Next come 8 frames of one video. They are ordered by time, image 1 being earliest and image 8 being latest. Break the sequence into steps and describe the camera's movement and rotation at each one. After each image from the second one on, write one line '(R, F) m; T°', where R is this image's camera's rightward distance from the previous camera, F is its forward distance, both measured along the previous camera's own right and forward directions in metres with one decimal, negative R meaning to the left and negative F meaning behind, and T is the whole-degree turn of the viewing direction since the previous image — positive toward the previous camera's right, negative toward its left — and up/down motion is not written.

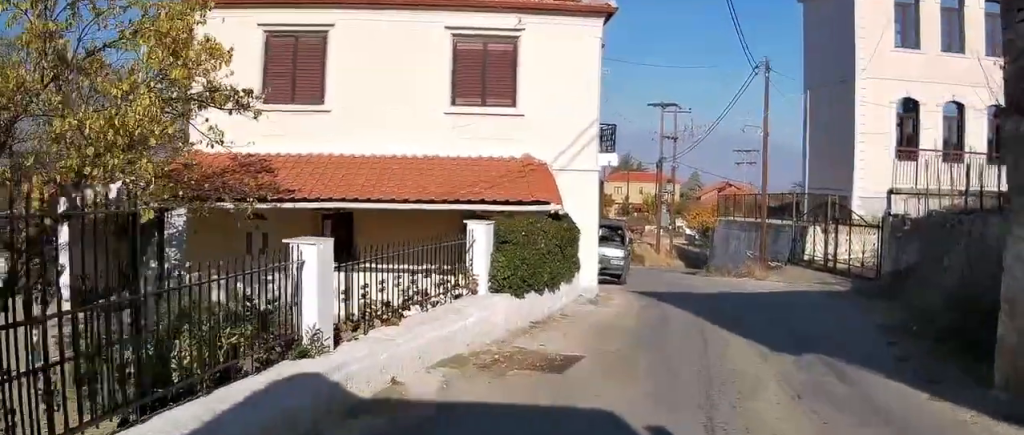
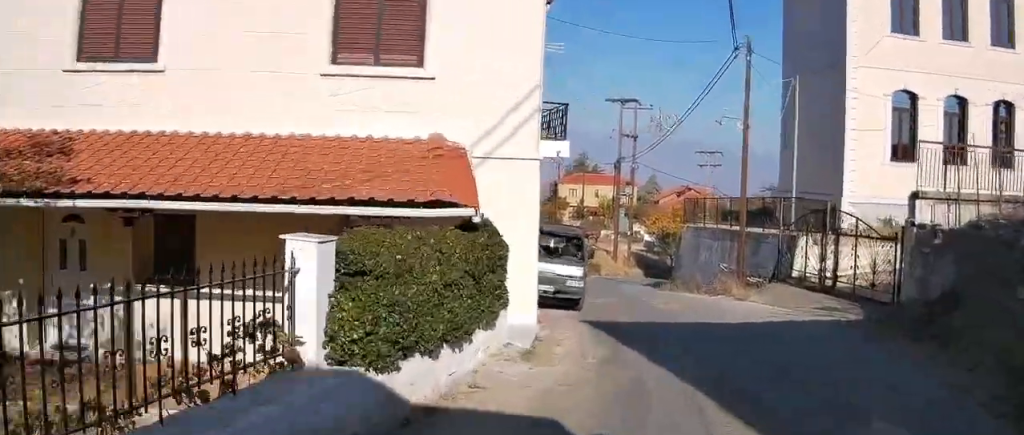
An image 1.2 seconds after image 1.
(+0.1, +4.8) m; +4°
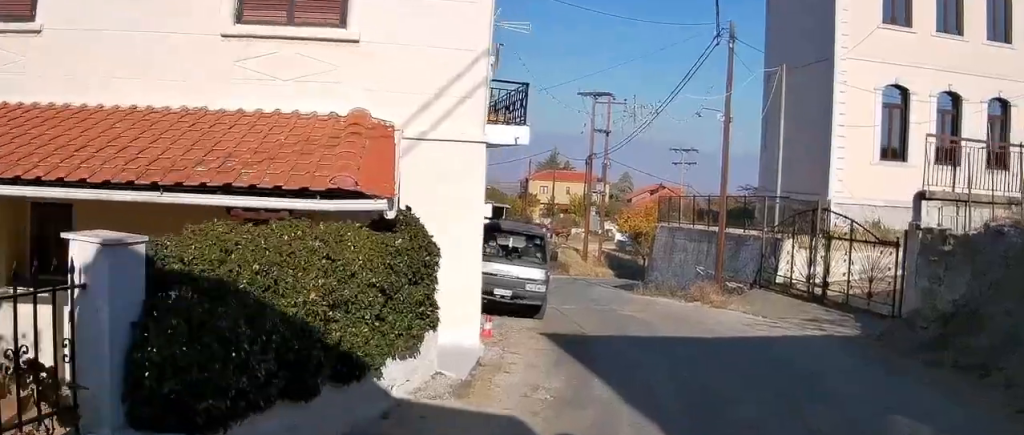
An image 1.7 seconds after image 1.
(+0.1, +2.0) m; +4°
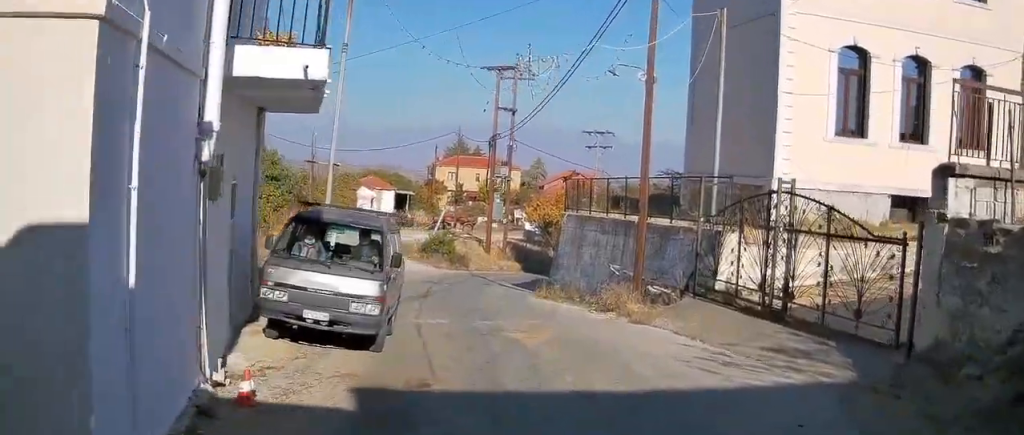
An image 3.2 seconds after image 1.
(+0.5, +5.3) m; +11°
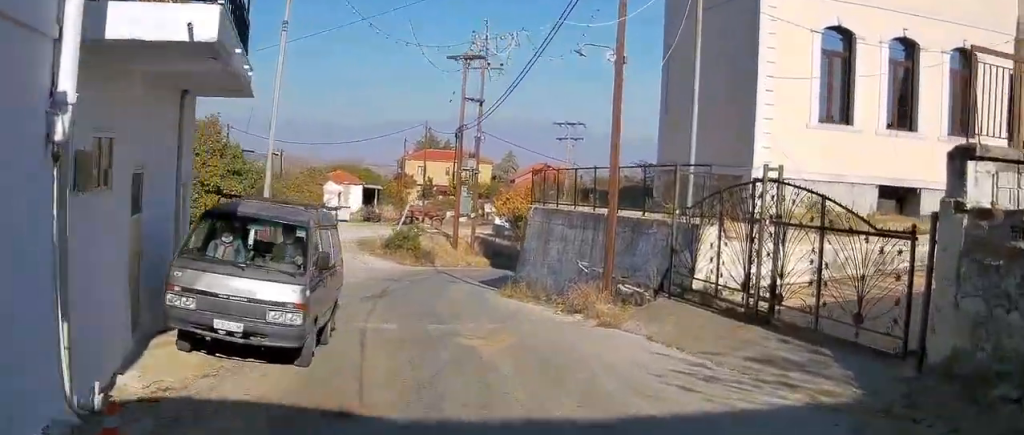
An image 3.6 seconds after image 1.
(+0.1, +1.5) m; +1°
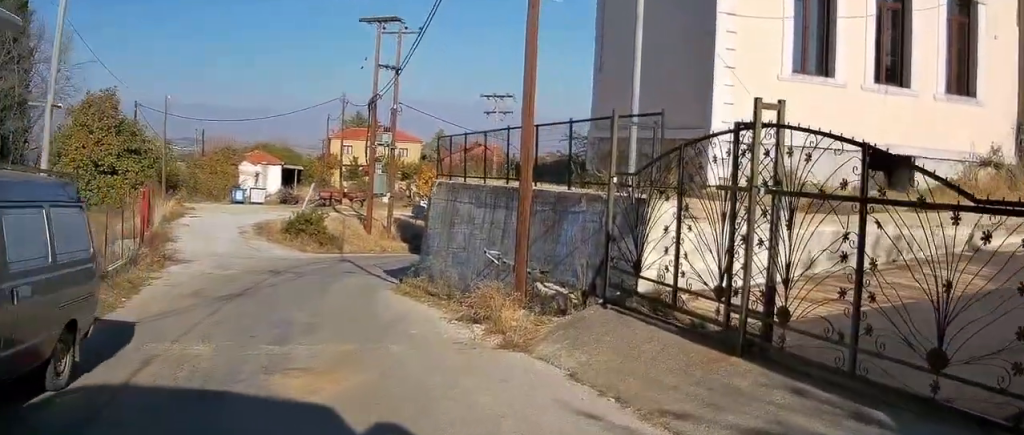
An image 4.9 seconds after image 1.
(0.0, +4.4) m; -2°
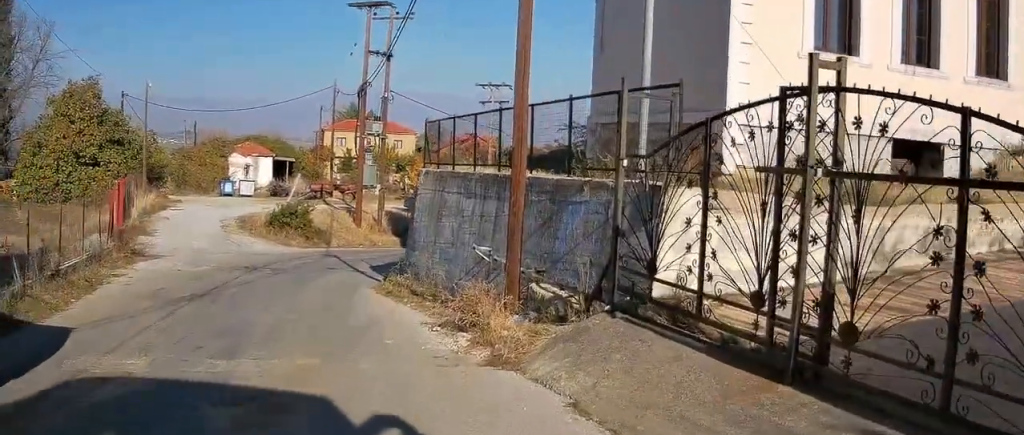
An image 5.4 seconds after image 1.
(0.0, +1.6) m; -2°
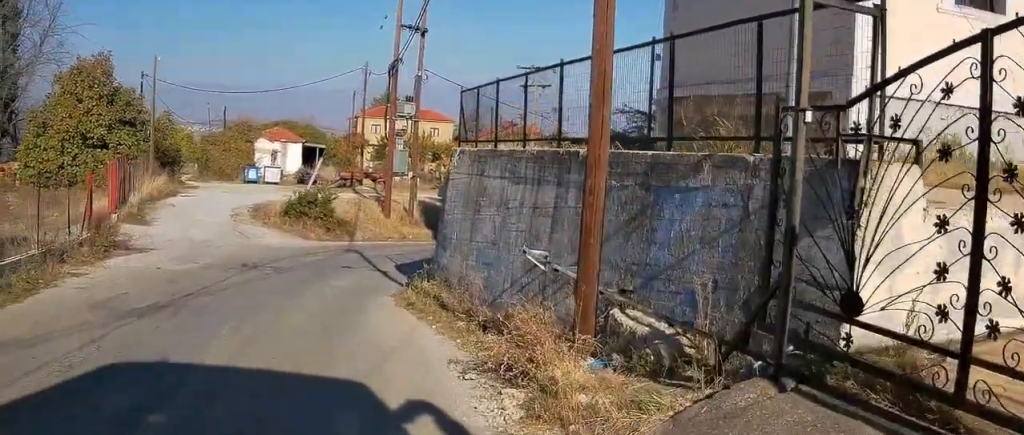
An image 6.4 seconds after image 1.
(-0.1, +3.6) m; -7°
